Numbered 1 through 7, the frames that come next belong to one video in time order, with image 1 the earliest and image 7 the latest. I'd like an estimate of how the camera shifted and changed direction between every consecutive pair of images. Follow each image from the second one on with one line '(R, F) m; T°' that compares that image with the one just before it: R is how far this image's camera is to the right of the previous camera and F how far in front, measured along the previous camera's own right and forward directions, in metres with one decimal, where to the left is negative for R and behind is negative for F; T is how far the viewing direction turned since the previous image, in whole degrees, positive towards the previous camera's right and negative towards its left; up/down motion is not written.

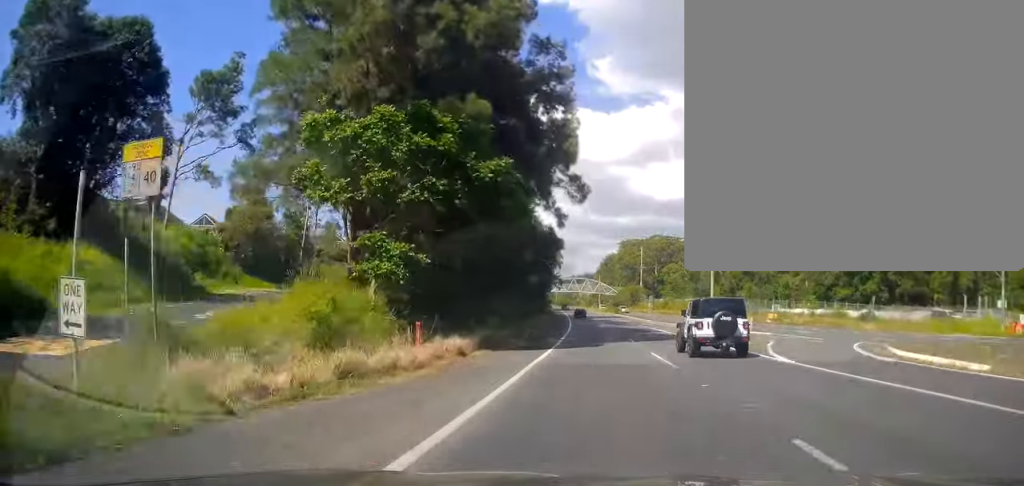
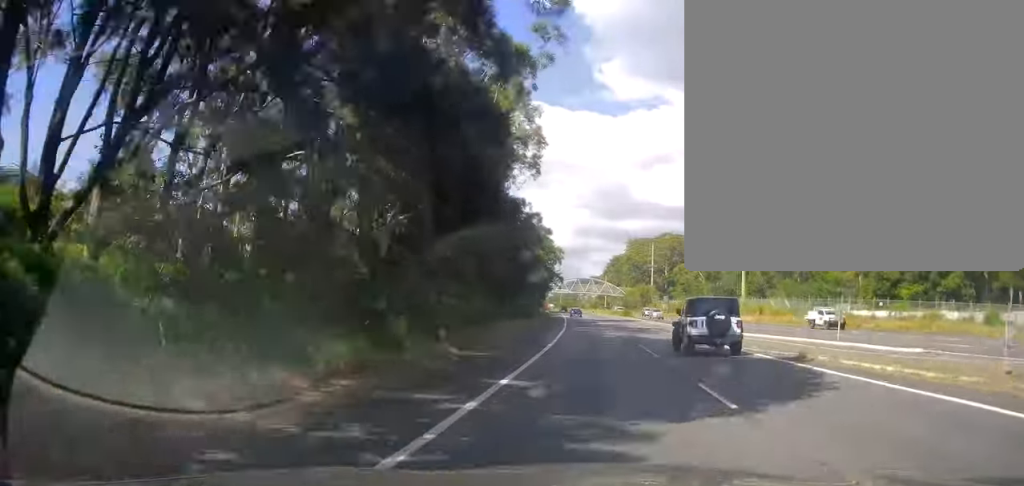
(-0.1, +21.0) m; -1°
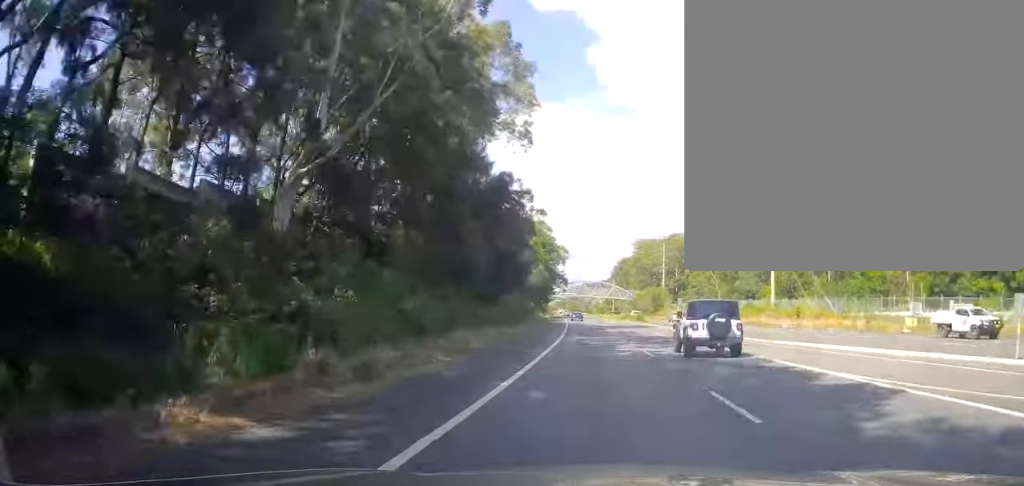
(-0.2, +13.0) m; 0°
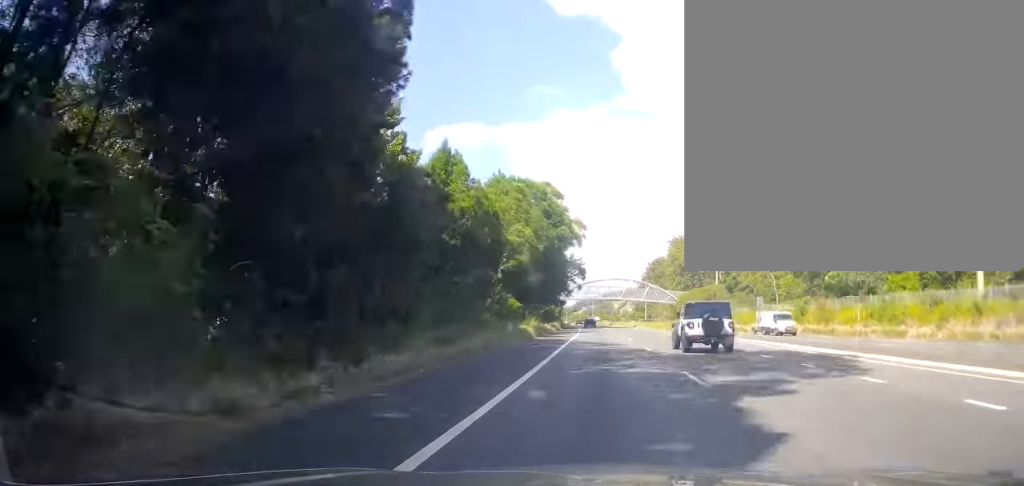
(-1.7, +44.5) m; -5°
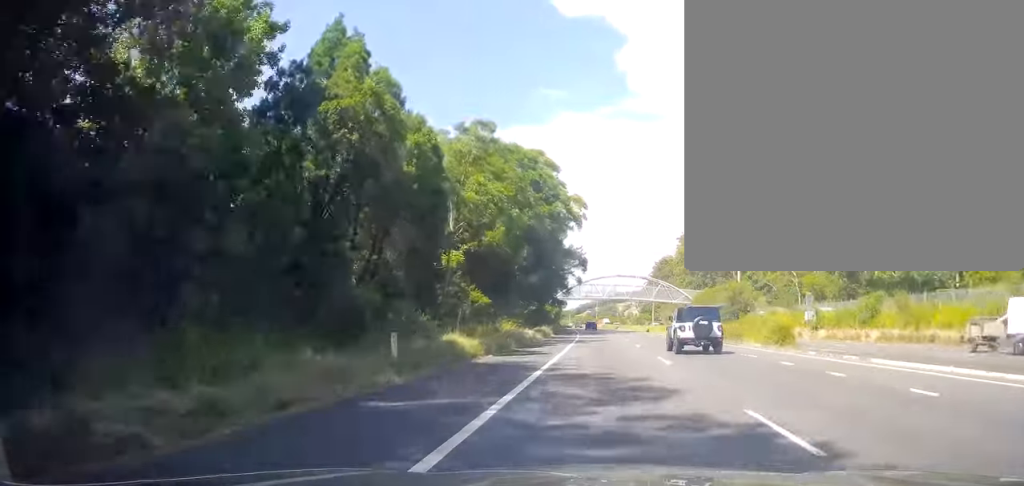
(+0.2, +17.7) m; -2°
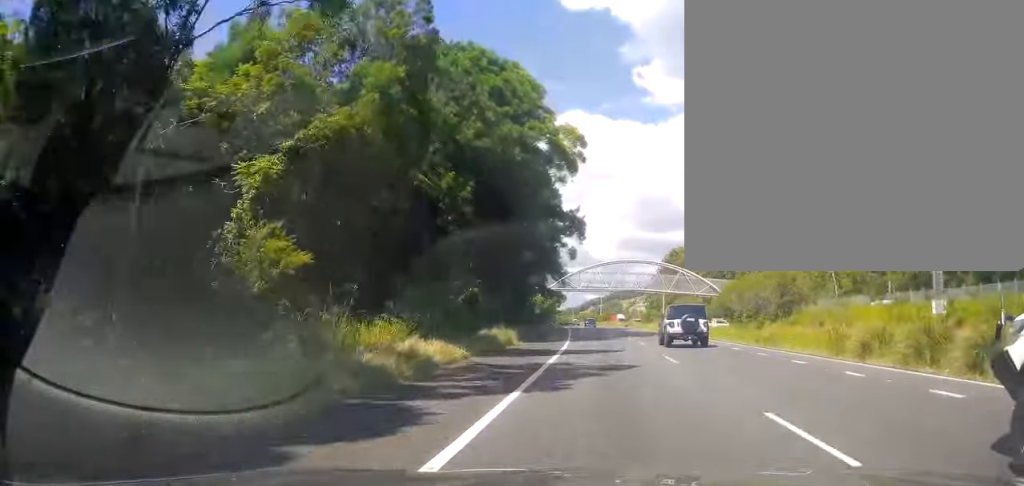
(-0.6, +24.7) m; +1°
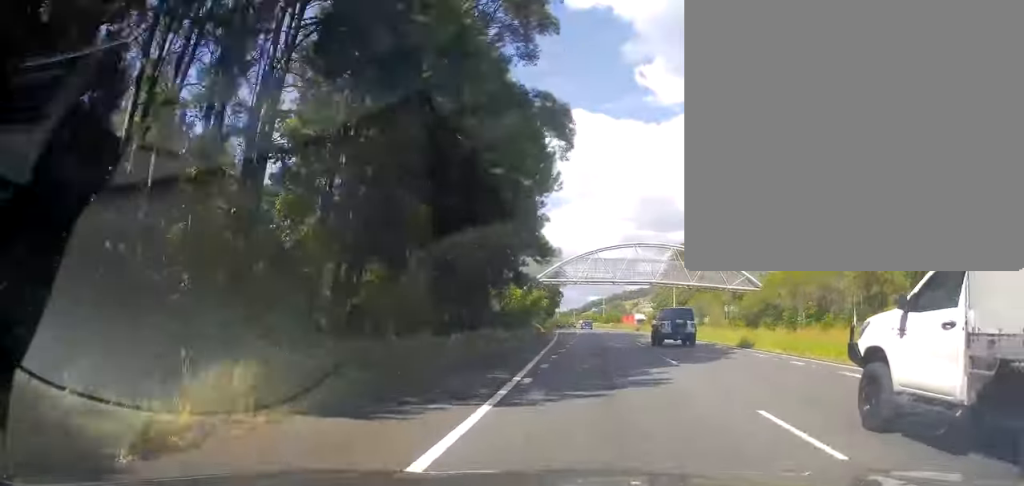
(+0.9, +23.9) m; +1°
